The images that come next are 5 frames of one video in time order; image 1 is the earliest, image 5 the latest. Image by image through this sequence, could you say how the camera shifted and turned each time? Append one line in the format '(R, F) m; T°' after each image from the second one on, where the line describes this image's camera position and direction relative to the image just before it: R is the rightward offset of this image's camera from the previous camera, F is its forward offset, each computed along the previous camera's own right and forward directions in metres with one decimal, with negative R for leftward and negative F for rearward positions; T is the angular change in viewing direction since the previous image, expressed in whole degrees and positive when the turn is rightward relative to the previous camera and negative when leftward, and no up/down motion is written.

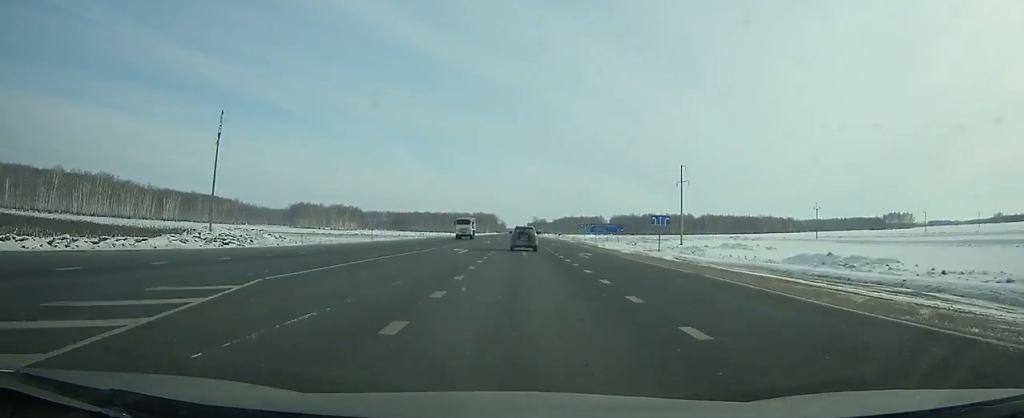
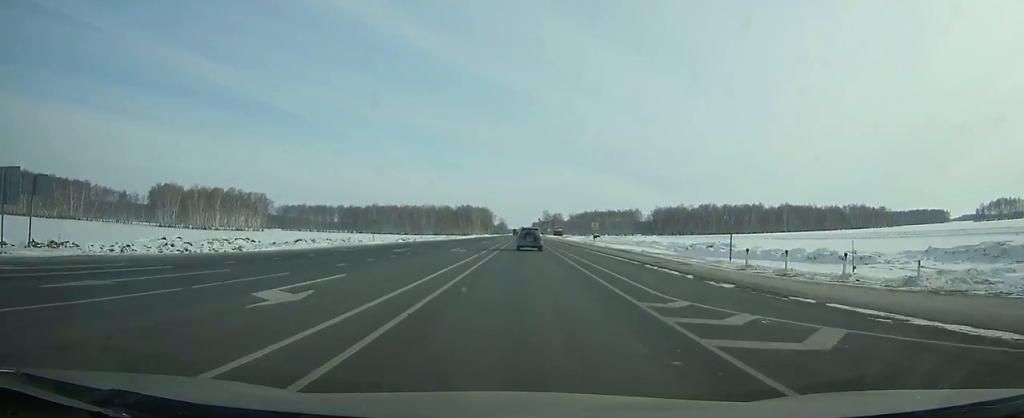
(+0.5, +199.5) m; 0°
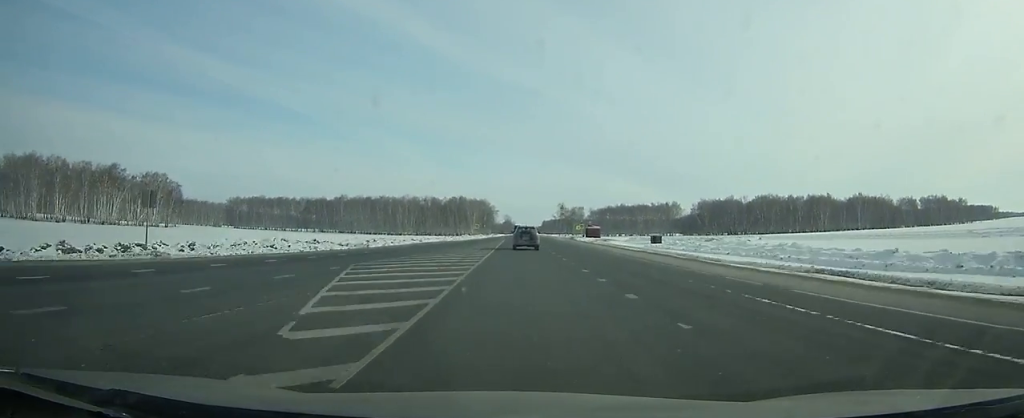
(-0.6, +101.6) m; -1°
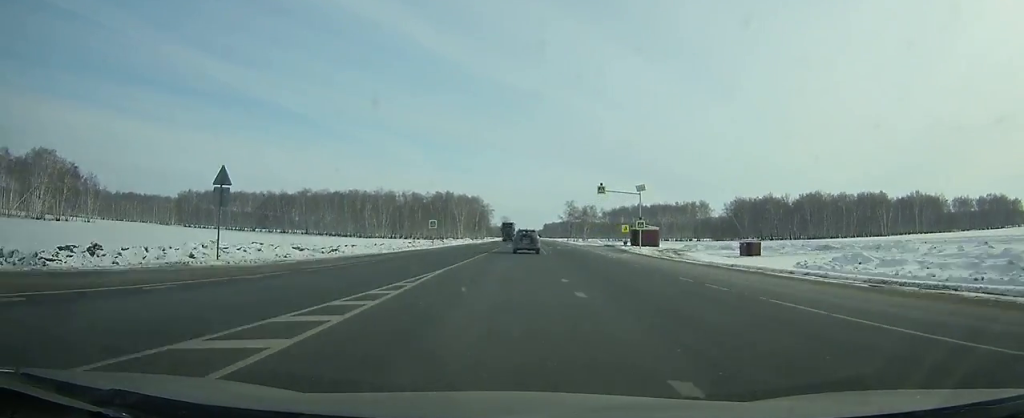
(-0.2, +63.3) m; 0°
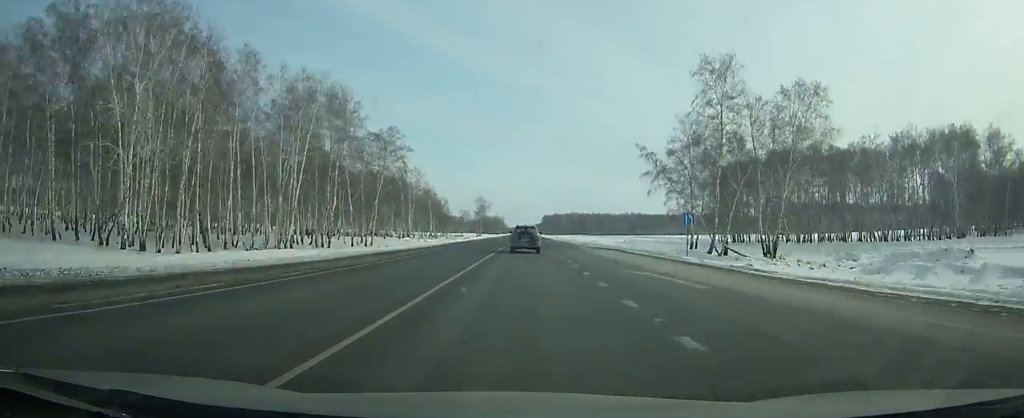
(+1.8, +224.0) m; 0°
